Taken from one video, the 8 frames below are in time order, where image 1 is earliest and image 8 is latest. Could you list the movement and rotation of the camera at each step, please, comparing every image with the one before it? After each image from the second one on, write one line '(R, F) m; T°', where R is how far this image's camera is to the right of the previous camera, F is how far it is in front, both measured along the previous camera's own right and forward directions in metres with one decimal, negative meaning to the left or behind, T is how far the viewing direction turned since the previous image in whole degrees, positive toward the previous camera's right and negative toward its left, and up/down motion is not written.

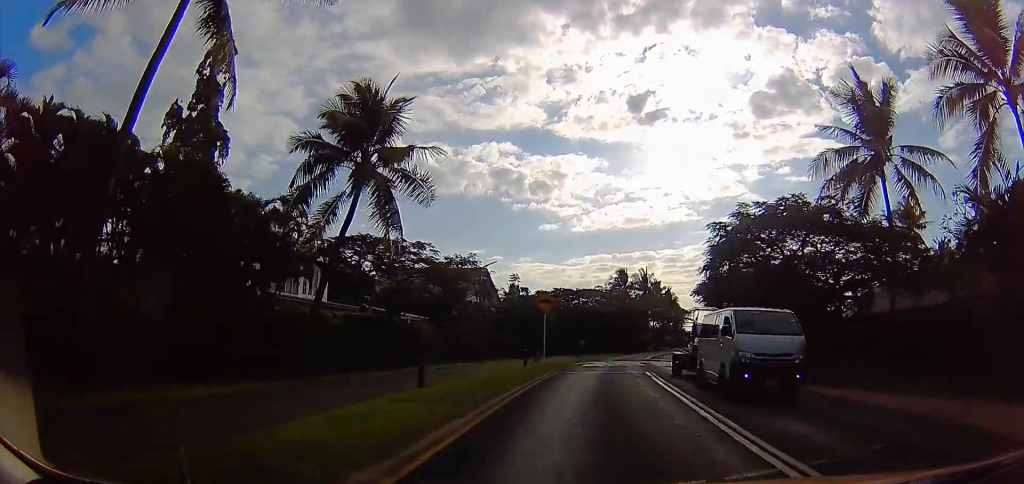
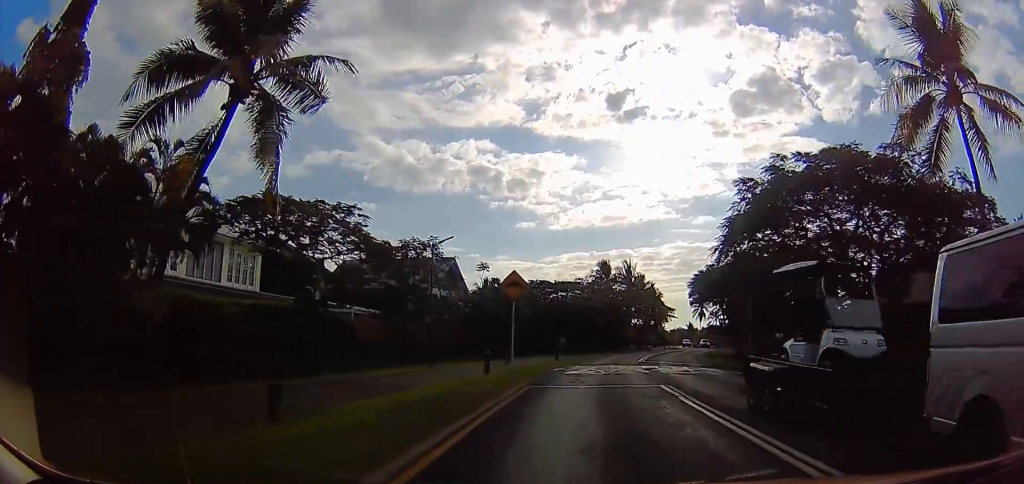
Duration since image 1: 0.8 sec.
(+0.2, +6.1) m; +3°
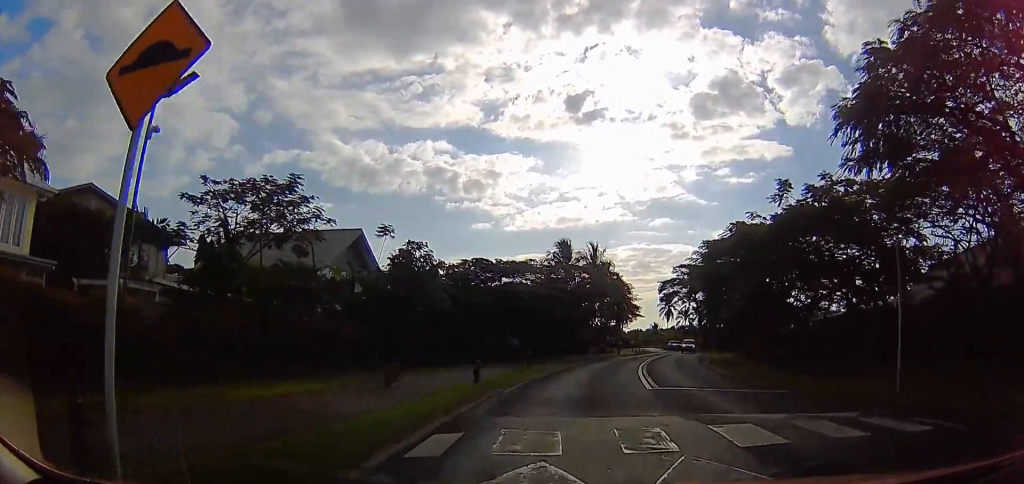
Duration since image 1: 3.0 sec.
(+0.7, +16.4) m; +12°
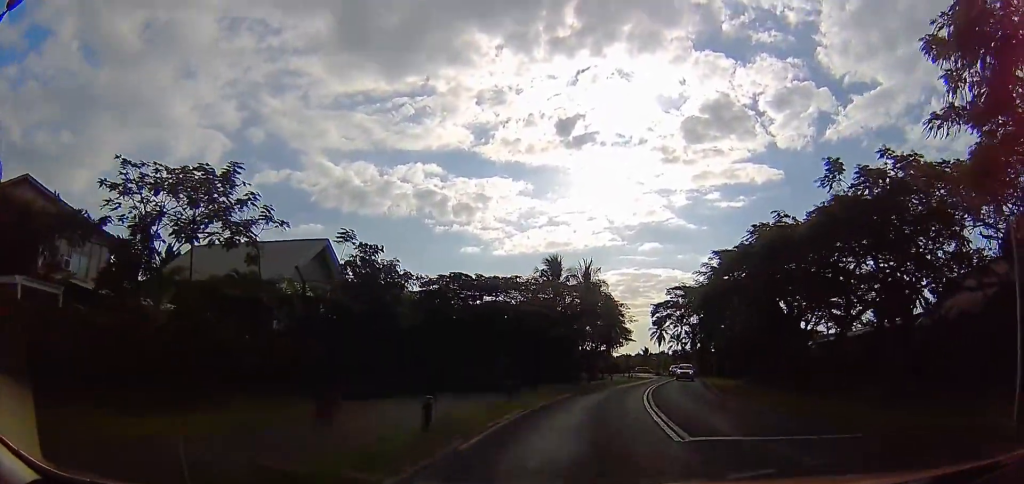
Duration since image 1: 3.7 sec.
(+0.4, +4.2) m; +4°
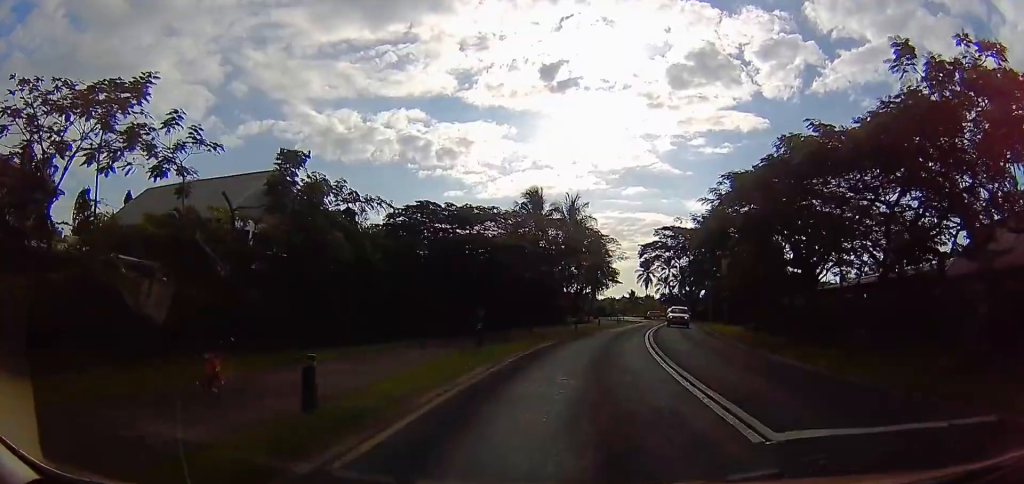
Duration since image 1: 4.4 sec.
(+0.7, +4.3) m; -1°
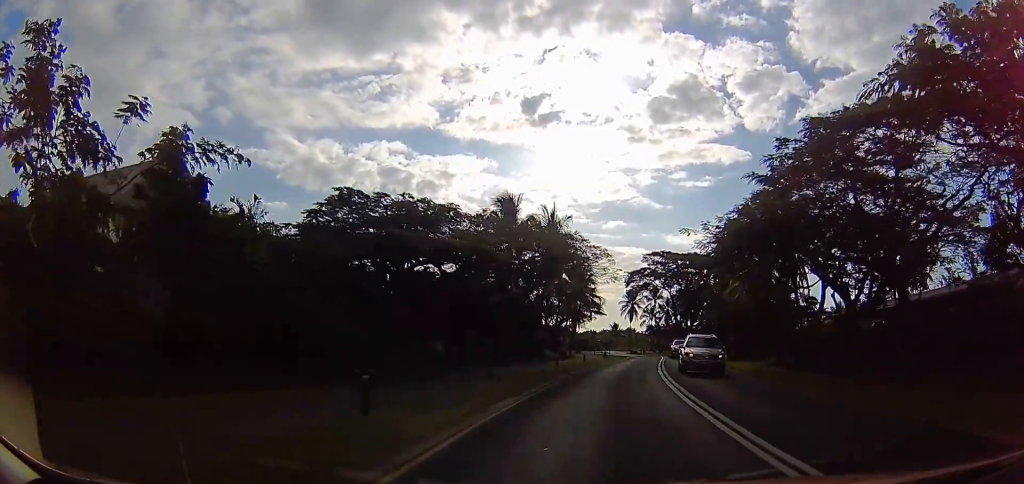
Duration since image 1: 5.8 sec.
(-0.7, +10.0) m; +11°
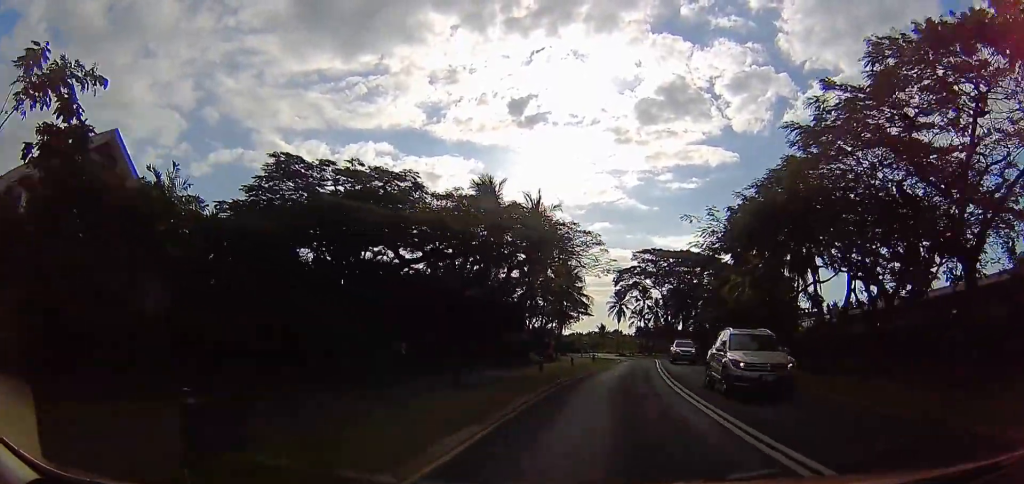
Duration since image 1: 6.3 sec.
(0.0, +5.0) m; +13°
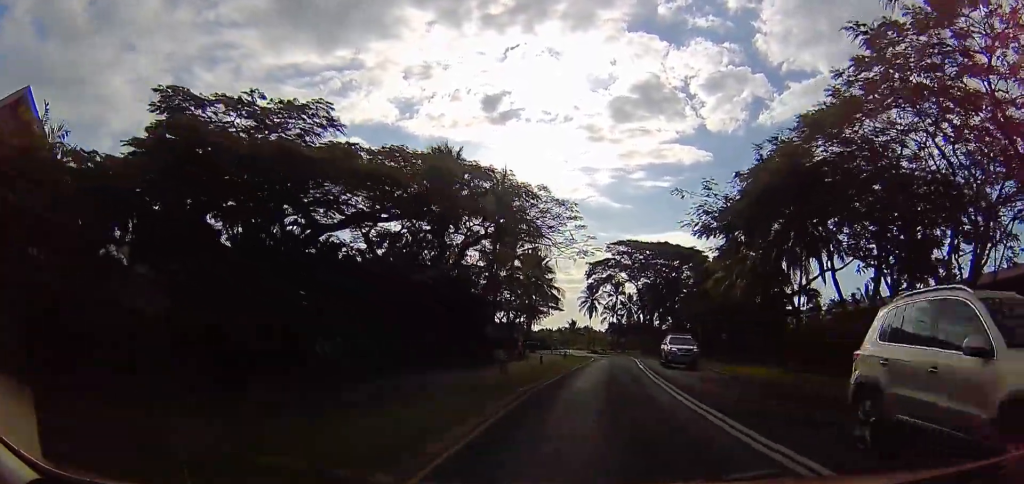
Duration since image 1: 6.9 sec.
(+1.3, +7.8) m; +6°
